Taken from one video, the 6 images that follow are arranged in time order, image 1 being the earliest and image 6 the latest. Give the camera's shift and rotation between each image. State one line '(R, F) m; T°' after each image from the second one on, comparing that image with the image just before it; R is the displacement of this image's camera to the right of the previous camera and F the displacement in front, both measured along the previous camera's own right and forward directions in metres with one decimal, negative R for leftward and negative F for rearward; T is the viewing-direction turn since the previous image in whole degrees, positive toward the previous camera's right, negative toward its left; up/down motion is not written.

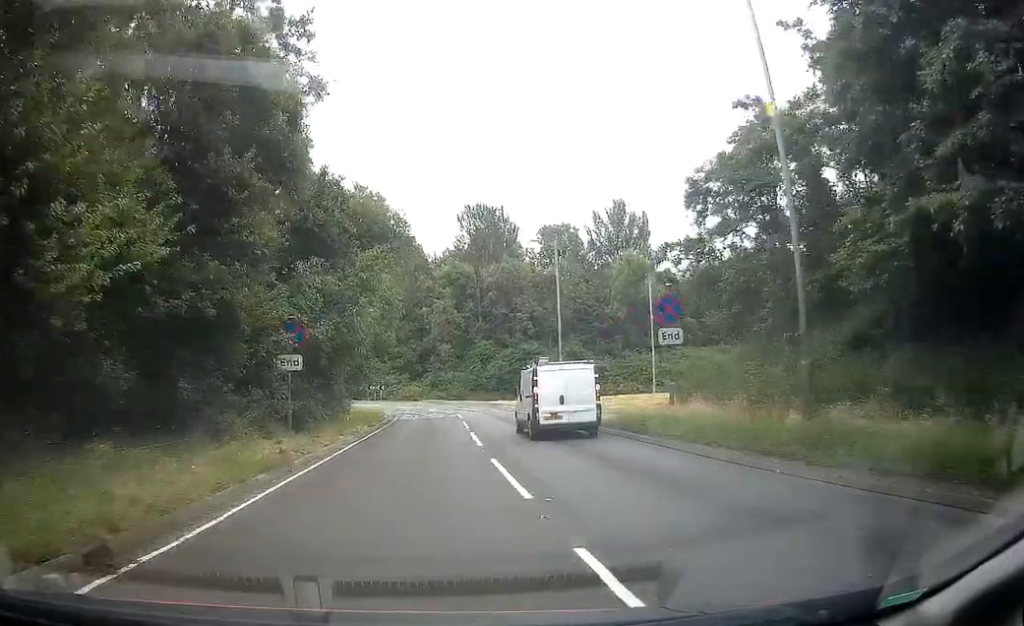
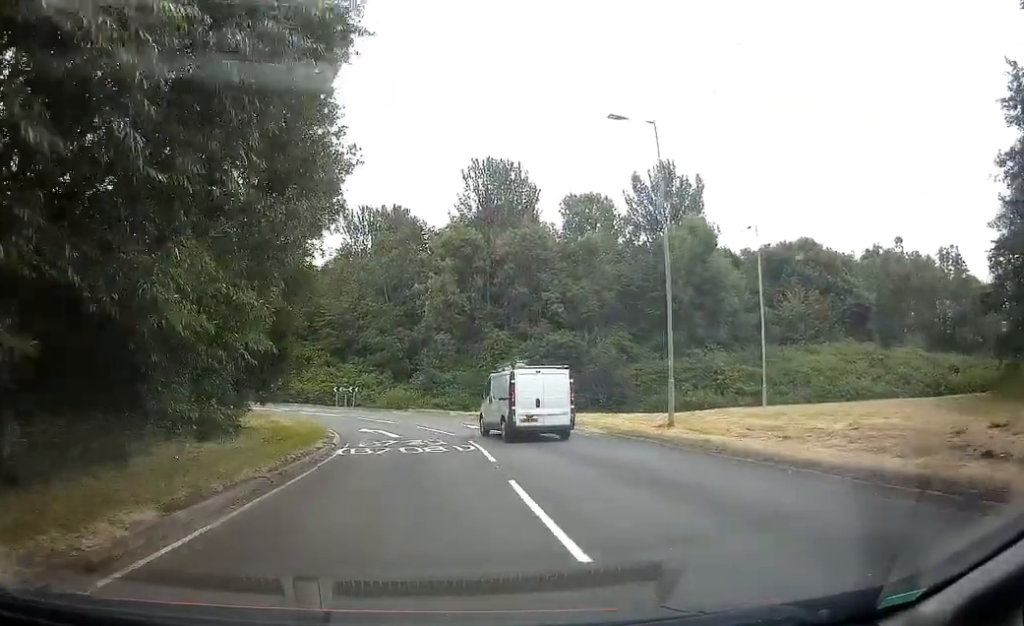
(+0.7, +21.4) m; 0°
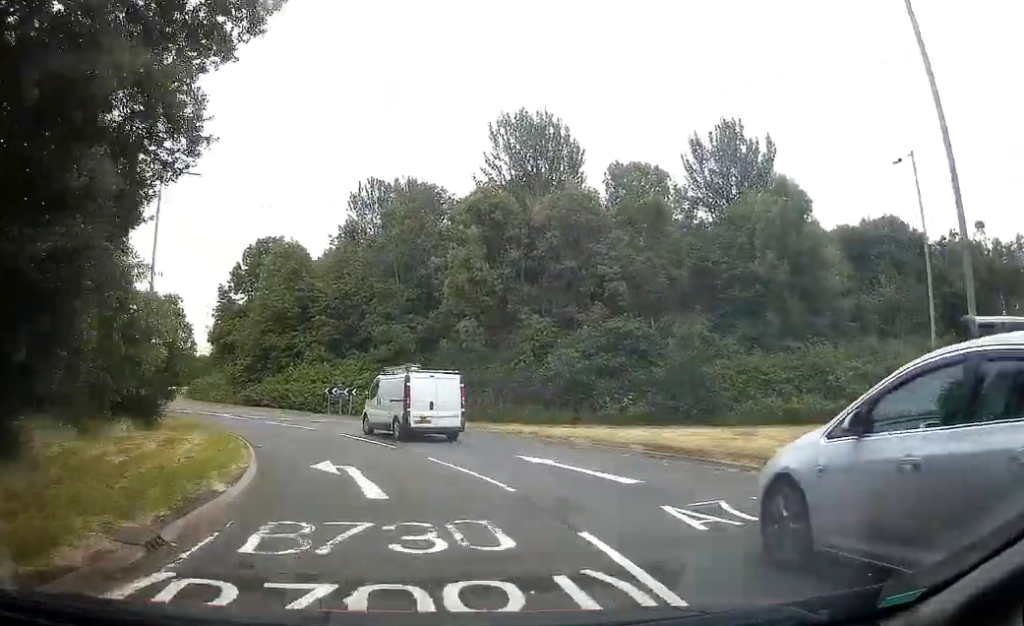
(-0.4, +13.1) m; -5°
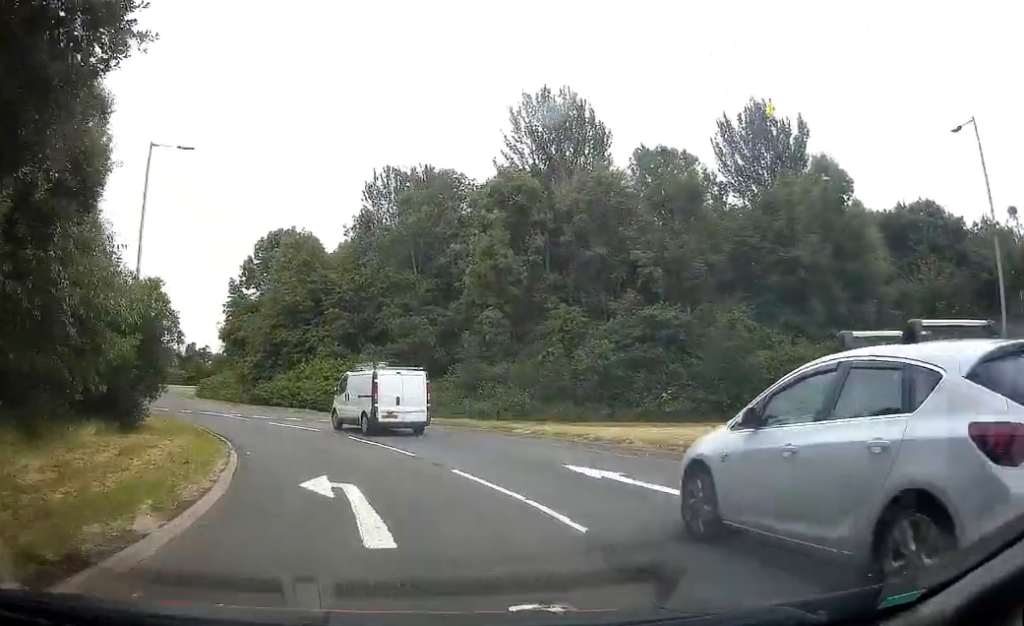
(+0.1, +3.2) m; -3°
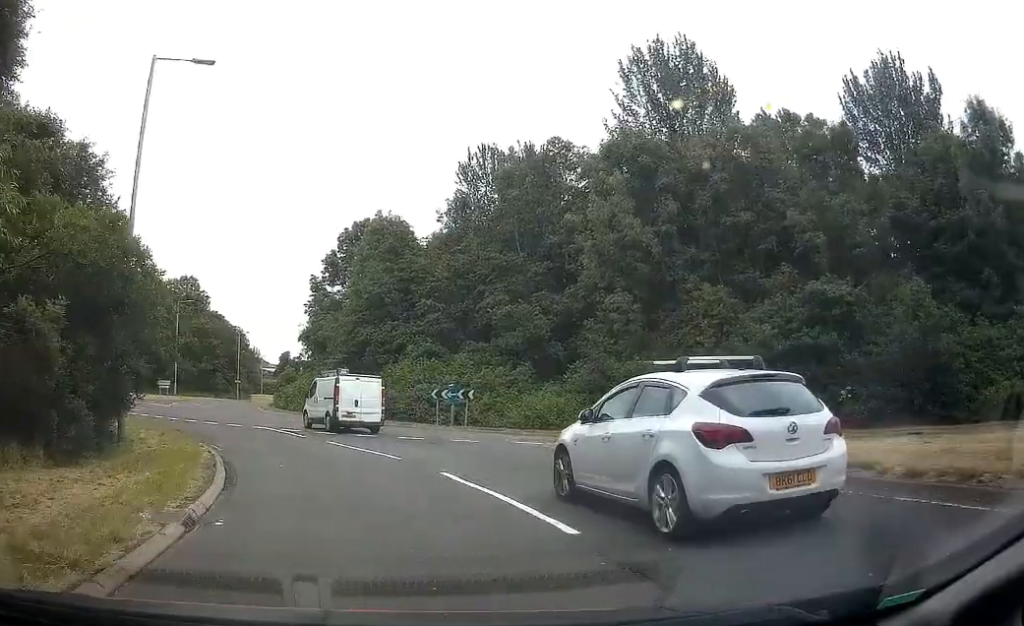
(-0.9, +8.2) m; -4°
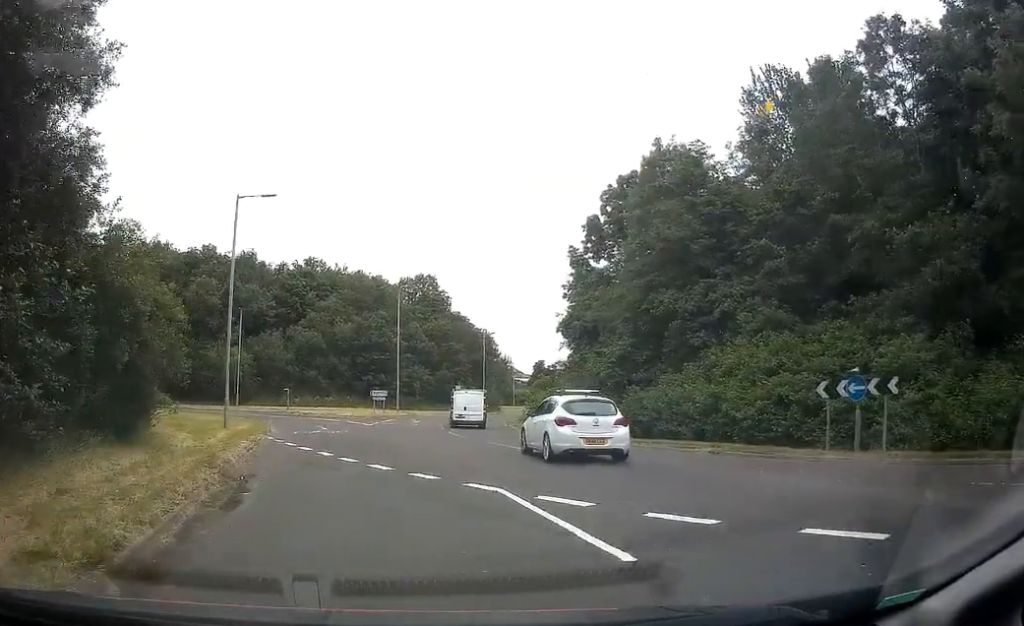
(-1.2, +16.4) m; -14°
